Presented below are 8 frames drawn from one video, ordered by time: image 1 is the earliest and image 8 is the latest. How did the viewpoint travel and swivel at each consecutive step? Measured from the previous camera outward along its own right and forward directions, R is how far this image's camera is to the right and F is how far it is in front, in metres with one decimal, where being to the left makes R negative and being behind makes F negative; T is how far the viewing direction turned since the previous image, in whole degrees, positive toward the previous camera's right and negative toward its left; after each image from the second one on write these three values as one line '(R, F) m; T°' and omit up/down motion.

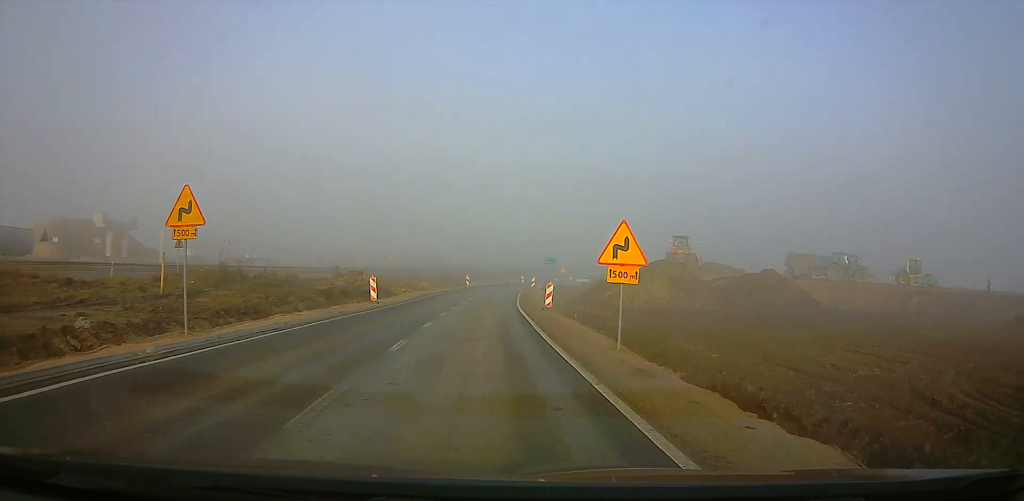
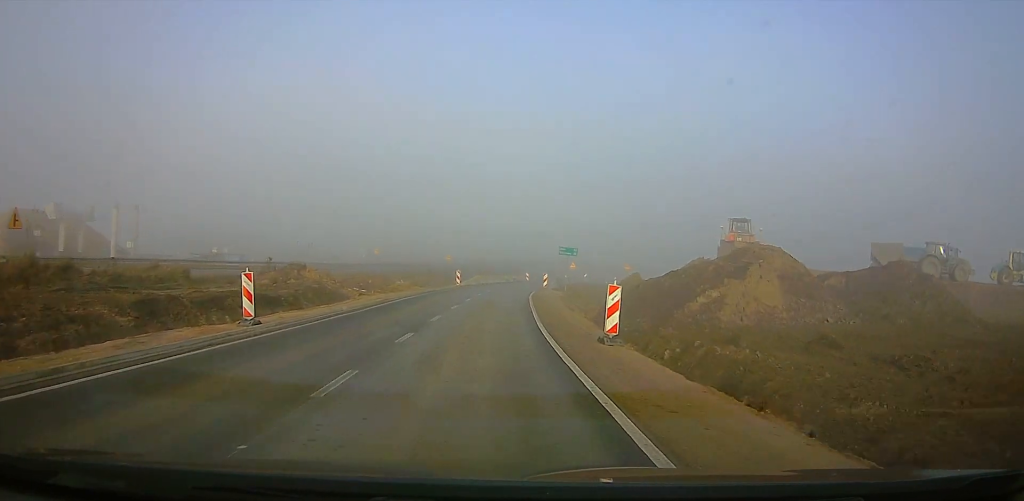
(+0.6, +20.8) m; +2°
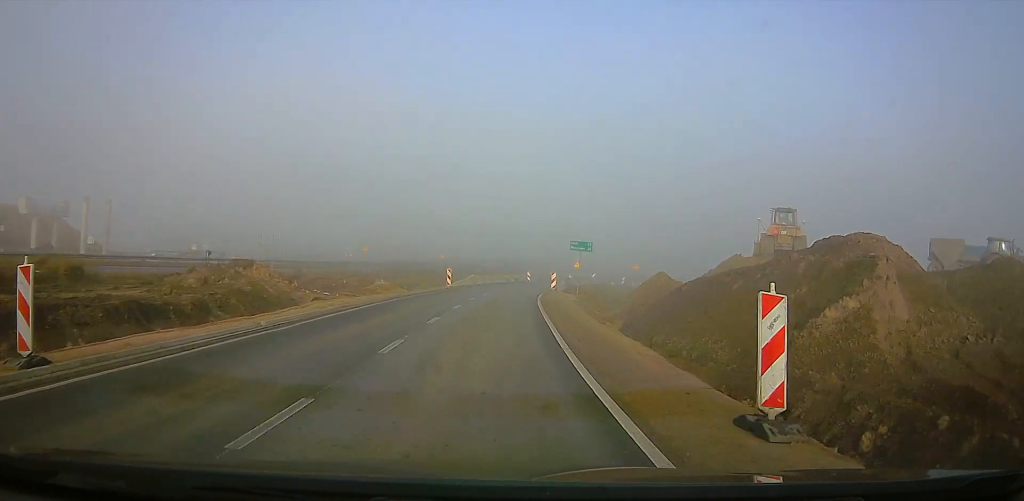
(0.0, +8.9) m; 0°
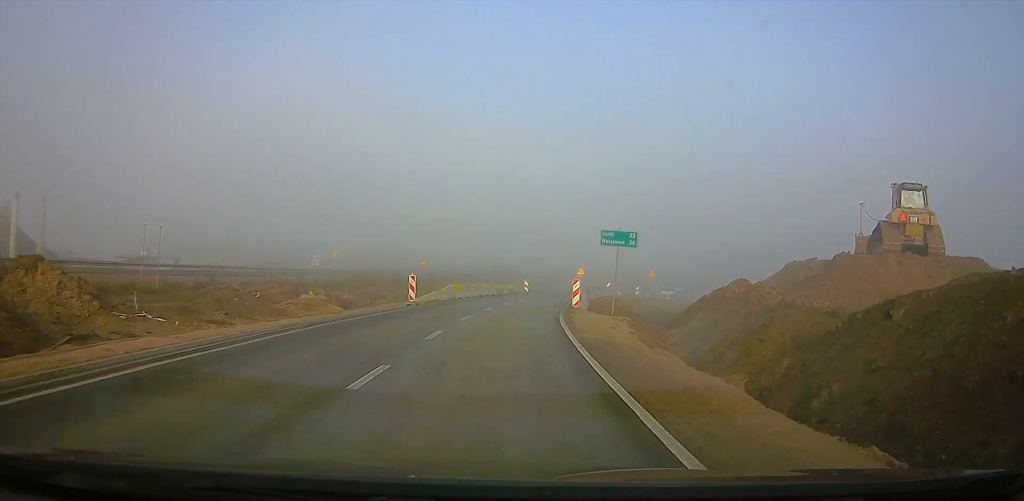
(0.0, +16.6) m; 0°
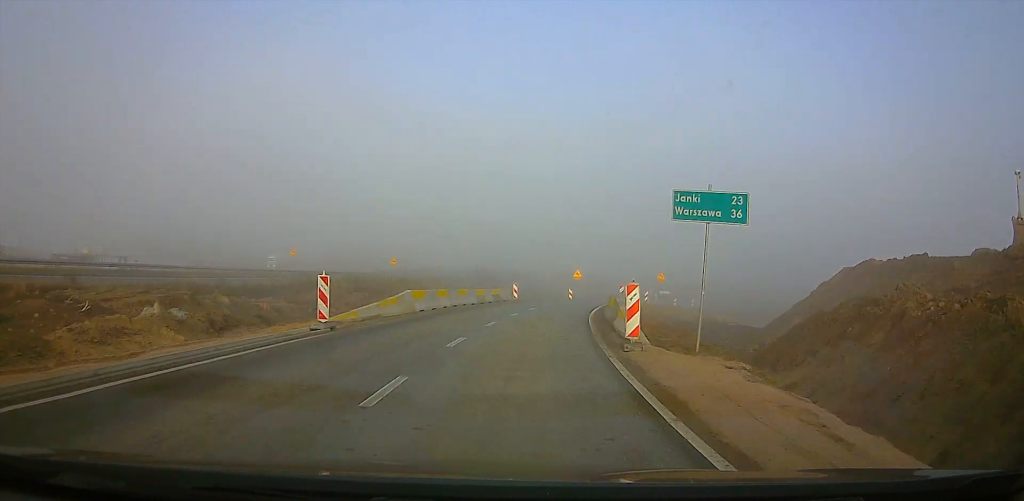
(-0.1, +13.6) m; +4°
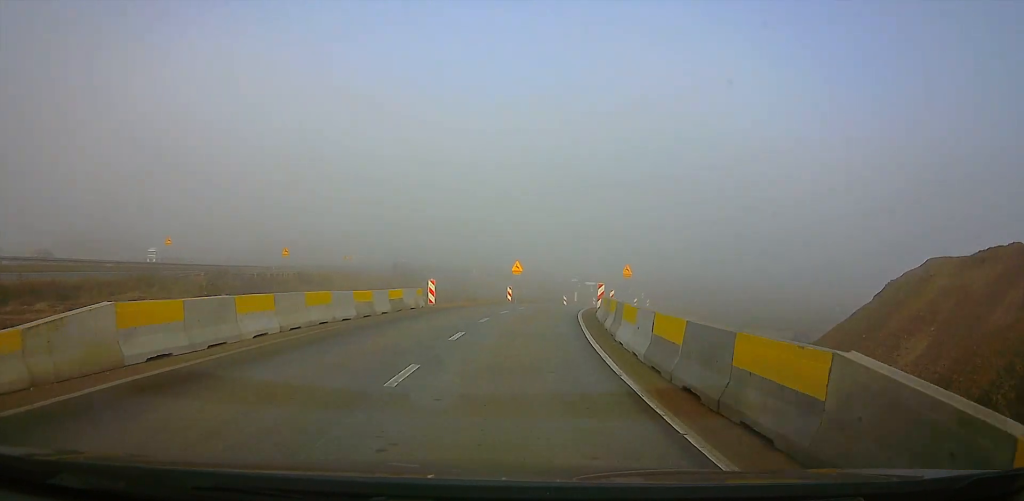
(+1.4, +16.9) m; +6°
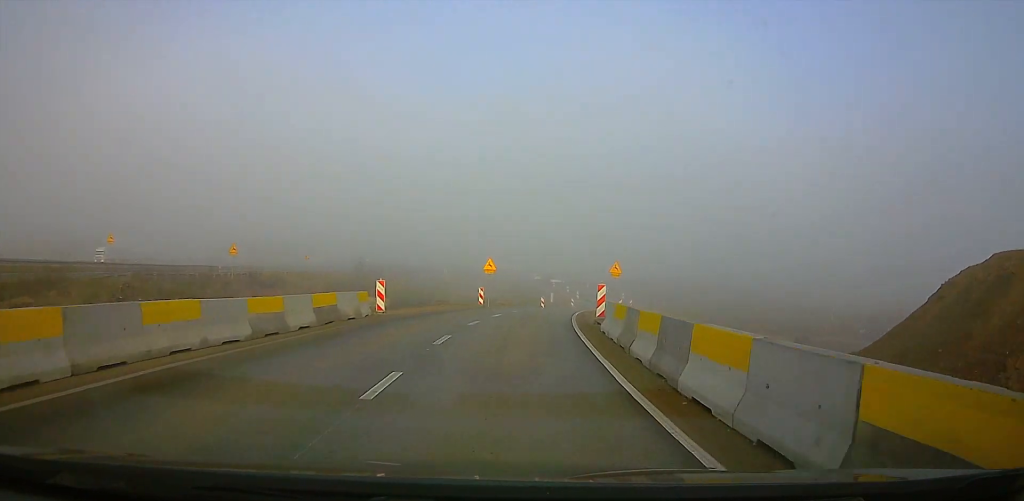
(+0.1, +7.4) m; 0°
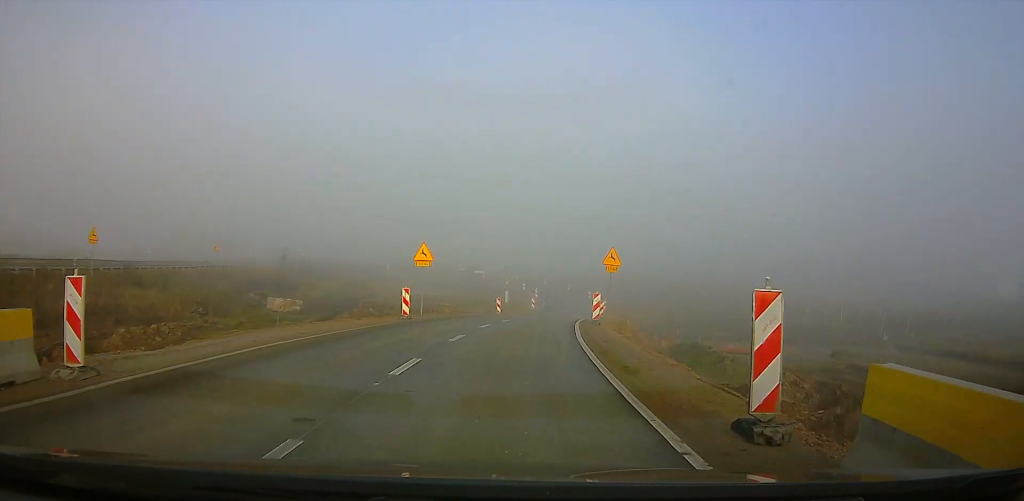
(+0.1, +15.2) m; +3°
